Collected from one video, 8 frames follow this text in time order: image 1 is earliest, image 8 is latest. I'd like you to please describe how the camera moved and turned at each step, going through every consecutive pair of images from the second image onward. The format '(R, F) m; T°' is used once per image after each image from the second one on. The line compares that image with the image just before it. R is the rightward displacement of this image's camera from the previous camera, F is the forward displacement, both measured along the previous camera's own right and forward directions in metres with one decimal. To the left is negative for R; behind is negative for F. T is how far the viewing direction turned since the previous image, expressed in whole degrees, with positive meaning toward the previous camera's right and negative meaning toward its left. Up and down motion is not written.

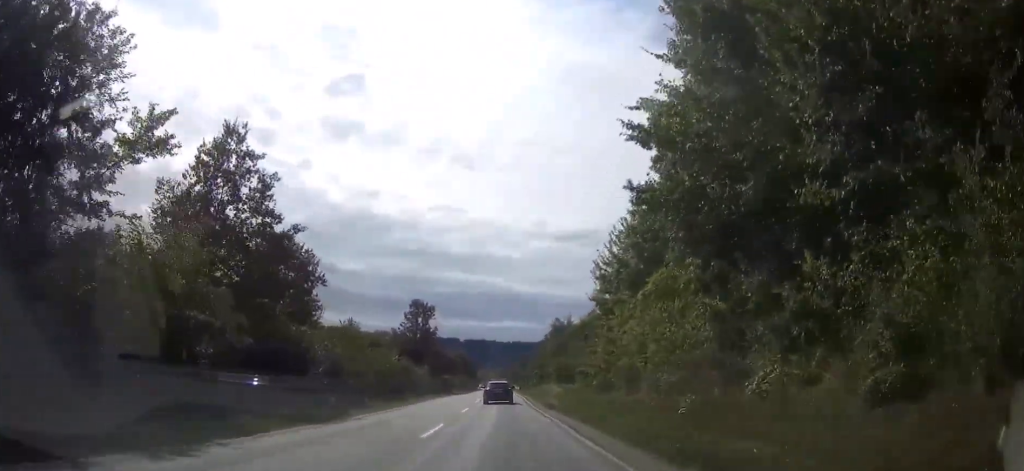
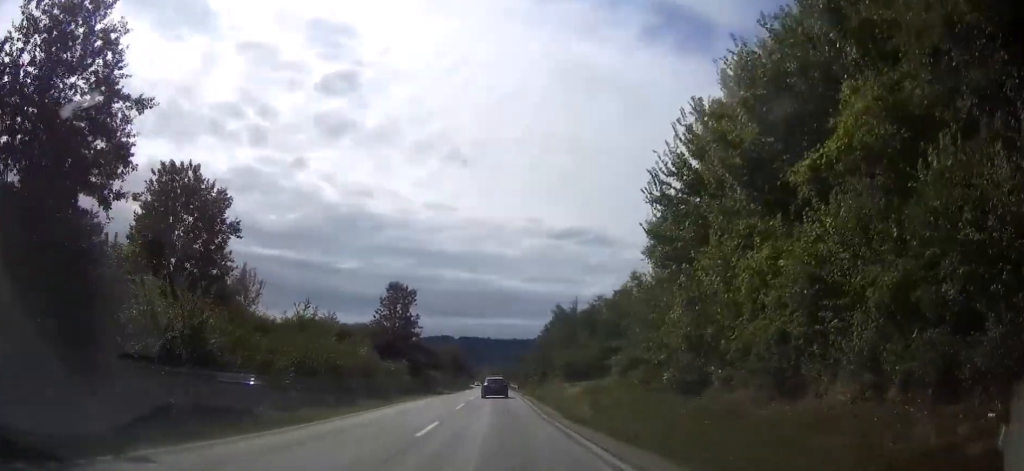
(0.0, +15.1) m; 0°
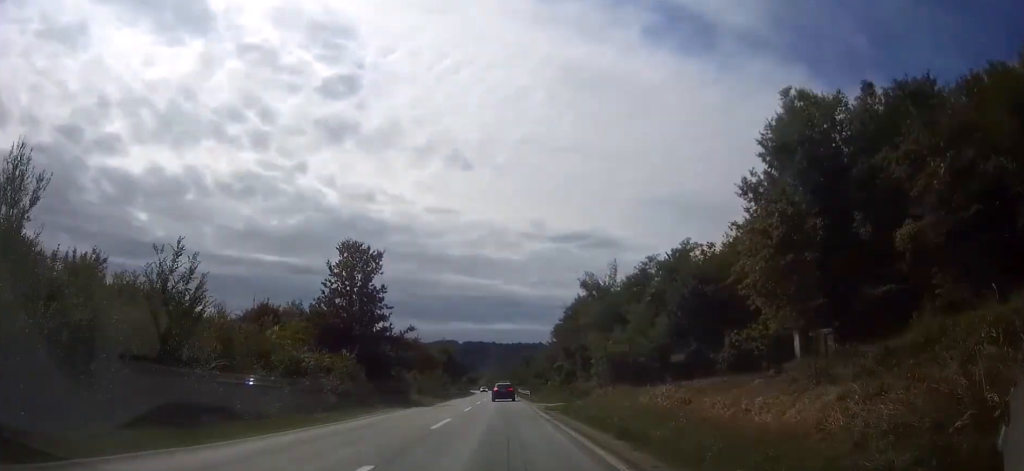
(0.0, +26.3) m; 0°
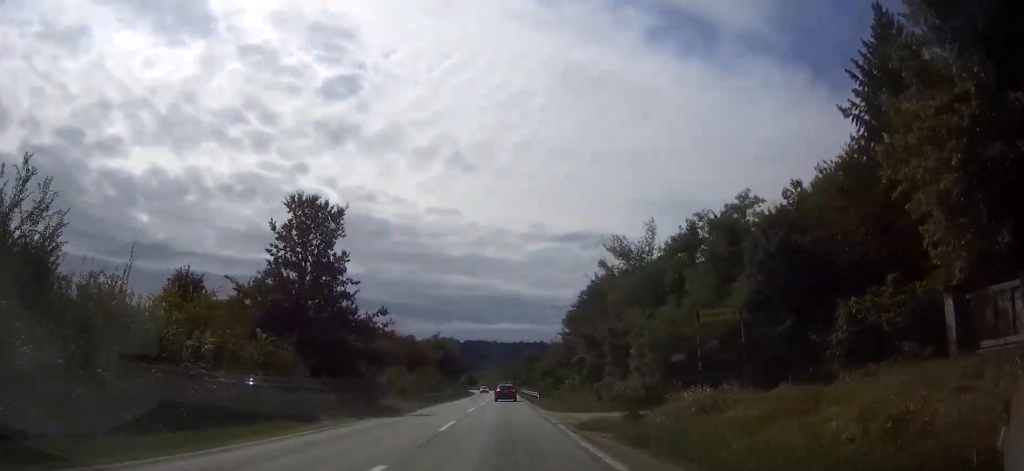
(0.0, +14.1) m; 0°
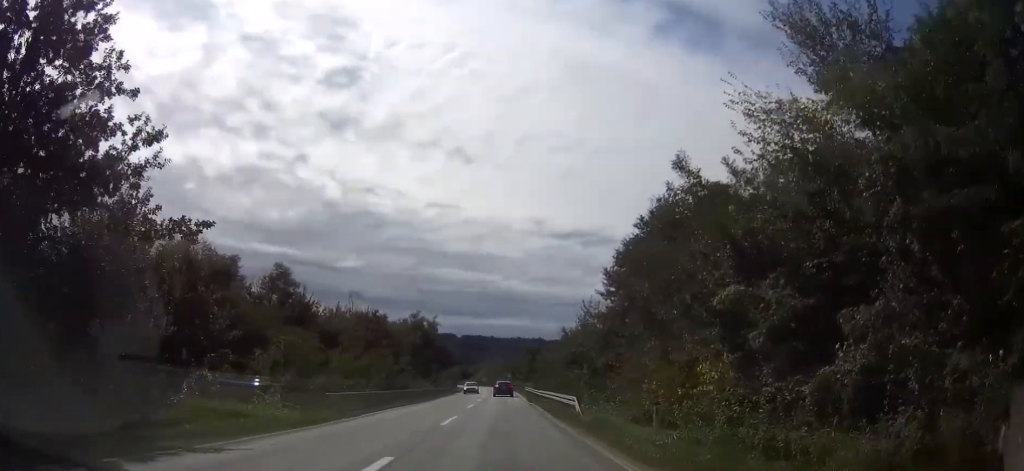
(0.0, +29.0) m; 0°
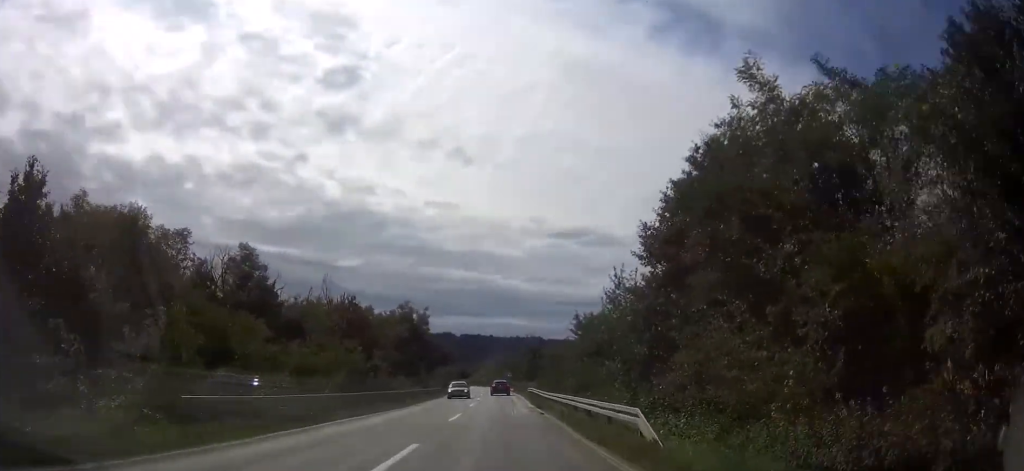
(0.0, +11.3) m; 0°
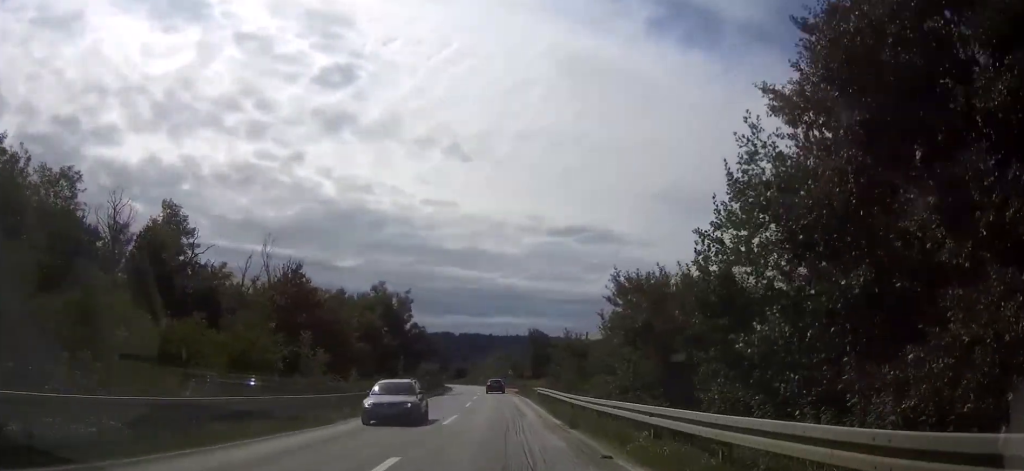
(0.0, +17.1) m; 0°
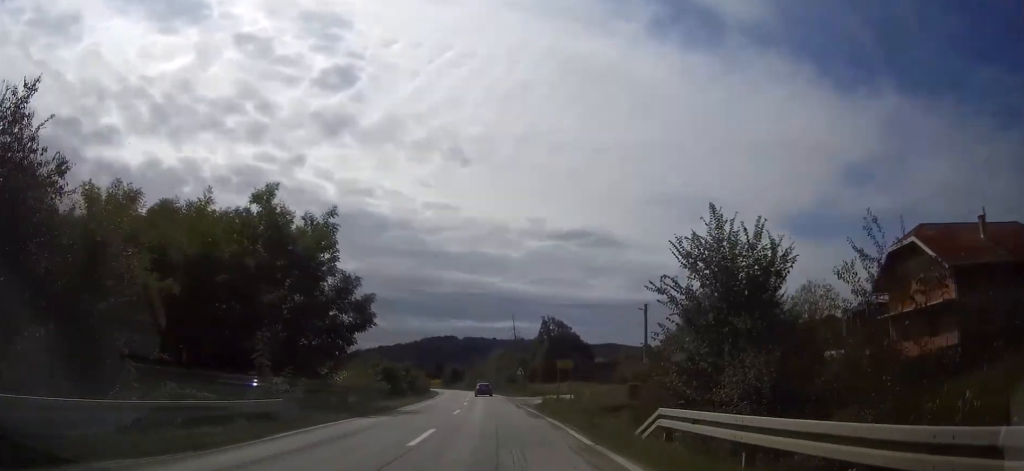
(-0.2, +36.2) m; -1°
